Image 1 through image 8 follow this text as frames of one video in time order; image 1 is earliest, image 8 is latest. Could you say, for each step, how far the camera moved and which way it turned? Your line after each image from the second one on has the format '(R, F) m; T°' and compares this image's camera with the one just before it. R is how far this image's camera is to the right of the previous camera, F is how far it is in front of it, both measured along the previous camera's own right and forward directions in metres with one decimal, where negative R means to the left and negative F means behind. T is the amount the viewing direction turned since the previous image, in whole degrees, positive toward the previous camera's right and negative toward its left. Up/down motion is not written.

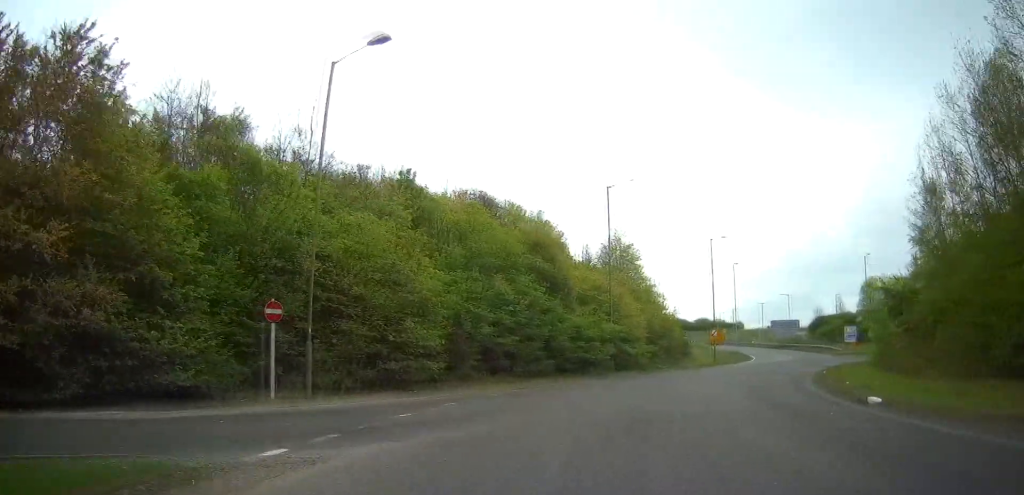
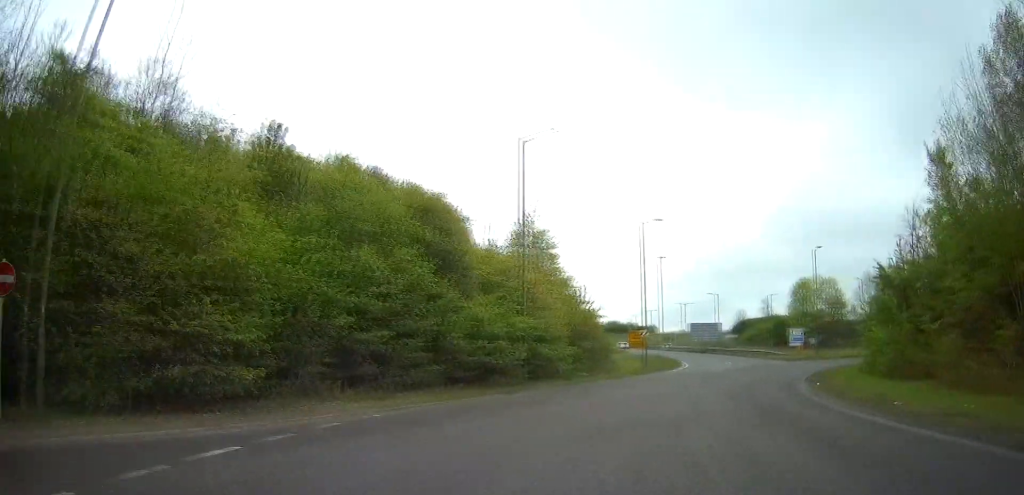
(+0.2, +8.9) m; +10°
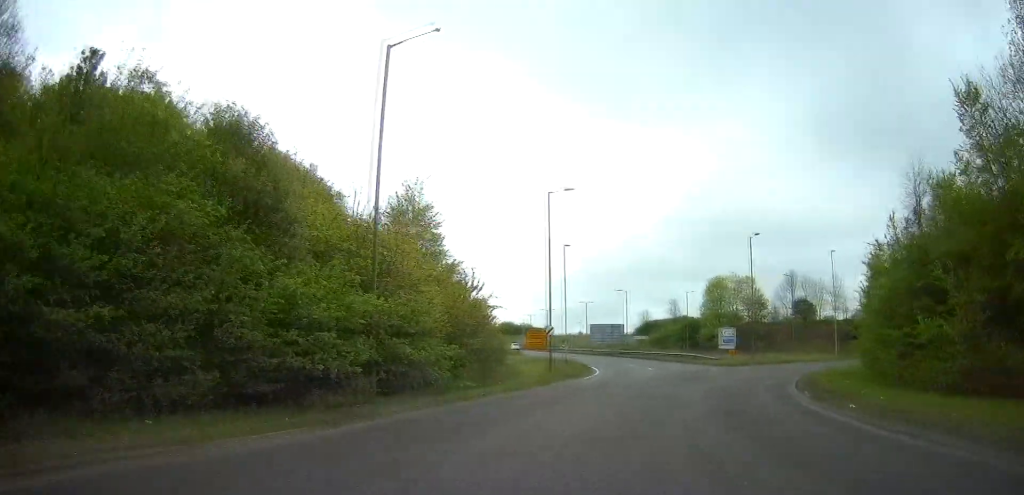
(+1.5, +9.8) m; +9°
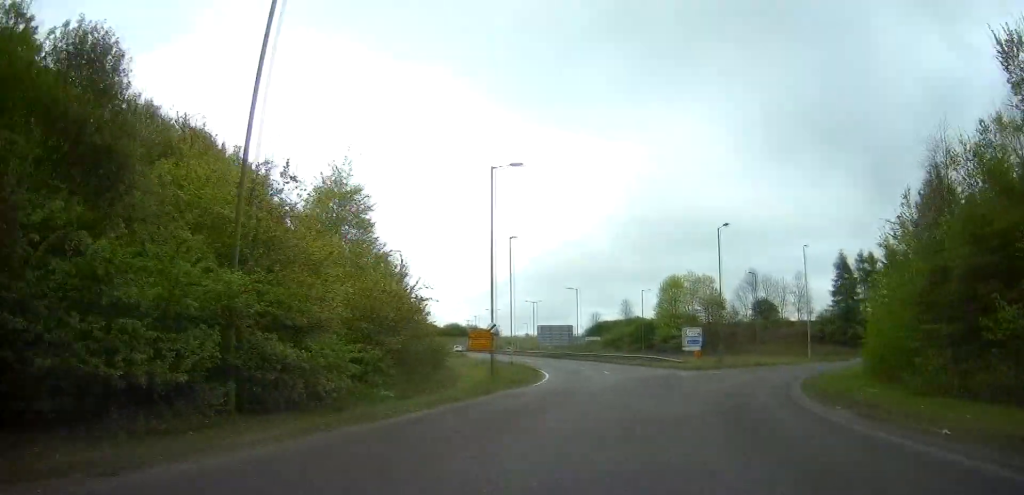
(+0.2, +5.7) m; +3°
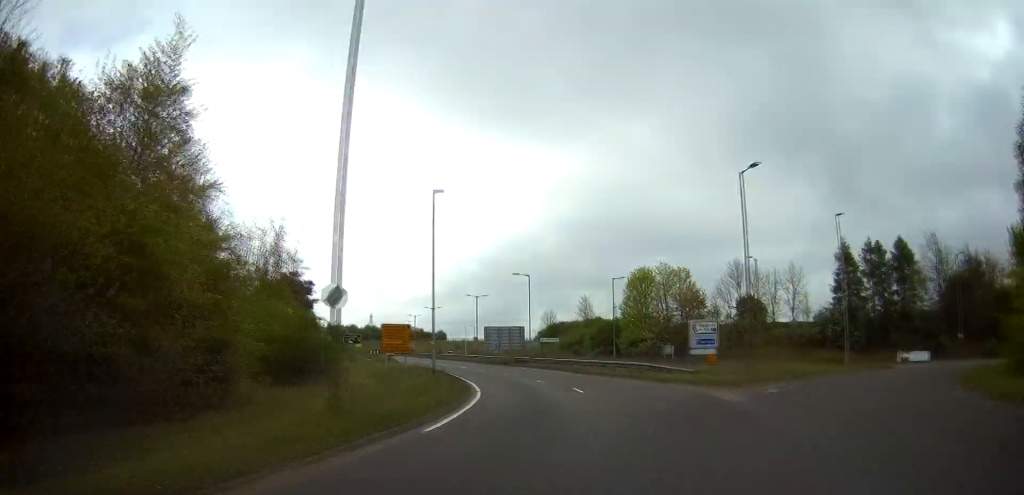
(+0.6, +17.6) m; +3°
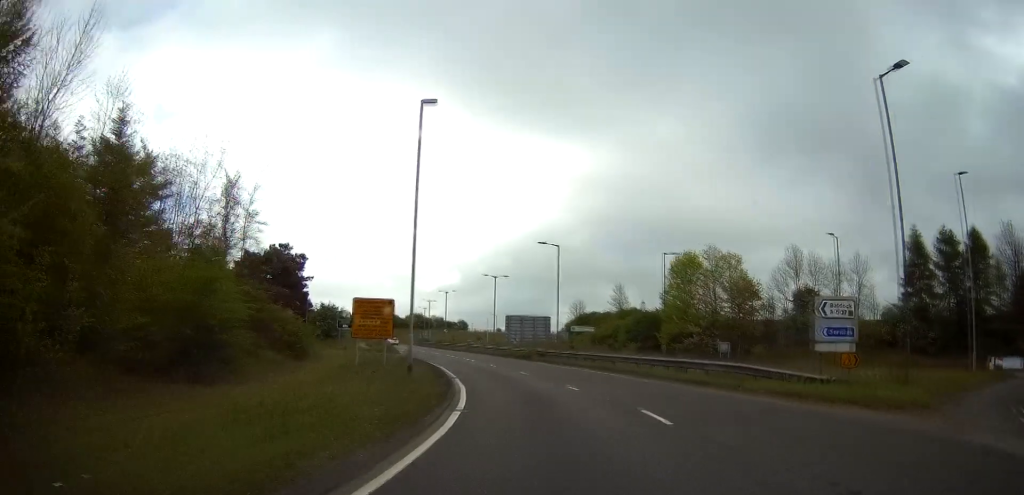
(+0.1, +13.4) m; 0°
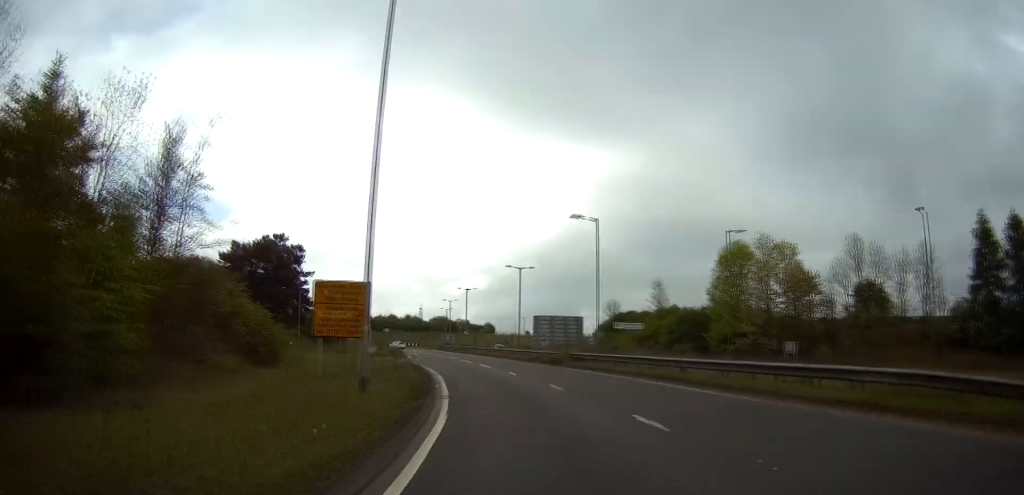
(-0.2, +10.4) m; -2°
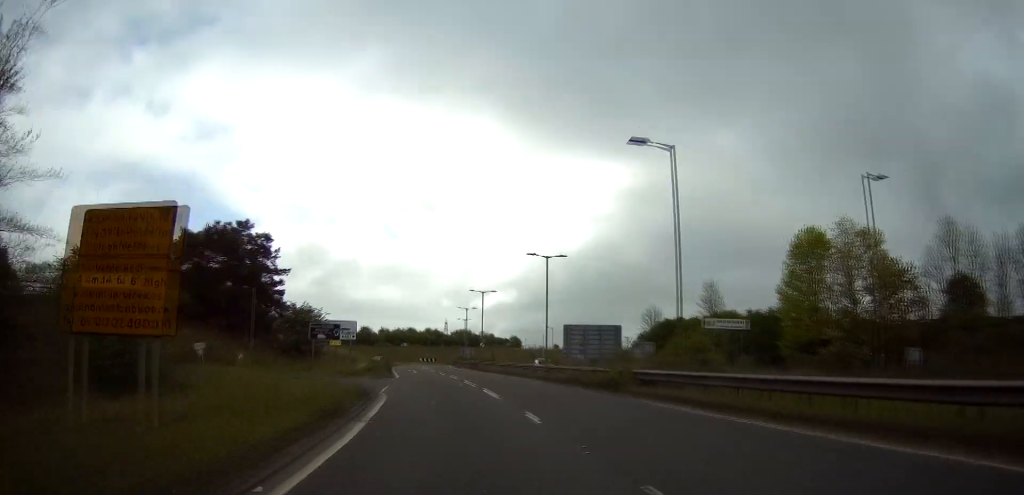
(-0.3, +15.5) m; -3°
